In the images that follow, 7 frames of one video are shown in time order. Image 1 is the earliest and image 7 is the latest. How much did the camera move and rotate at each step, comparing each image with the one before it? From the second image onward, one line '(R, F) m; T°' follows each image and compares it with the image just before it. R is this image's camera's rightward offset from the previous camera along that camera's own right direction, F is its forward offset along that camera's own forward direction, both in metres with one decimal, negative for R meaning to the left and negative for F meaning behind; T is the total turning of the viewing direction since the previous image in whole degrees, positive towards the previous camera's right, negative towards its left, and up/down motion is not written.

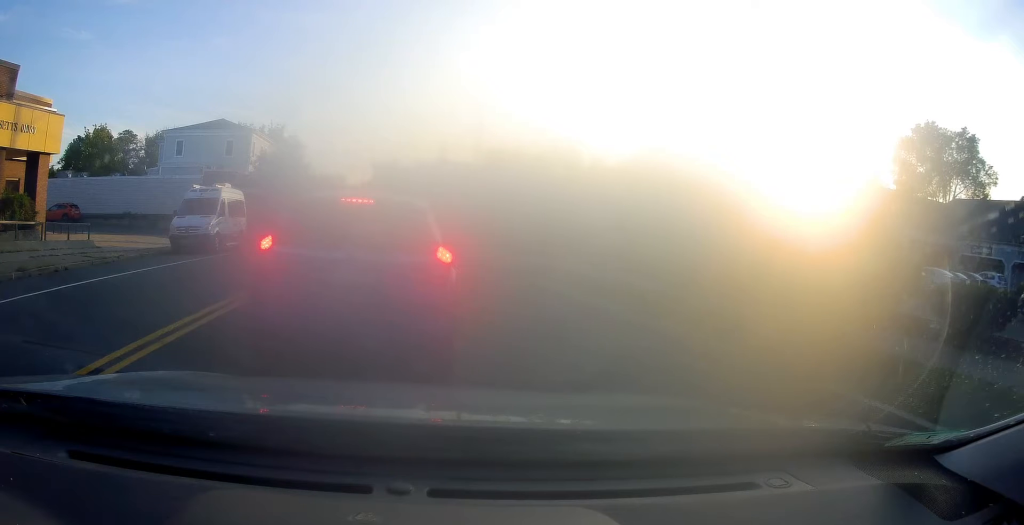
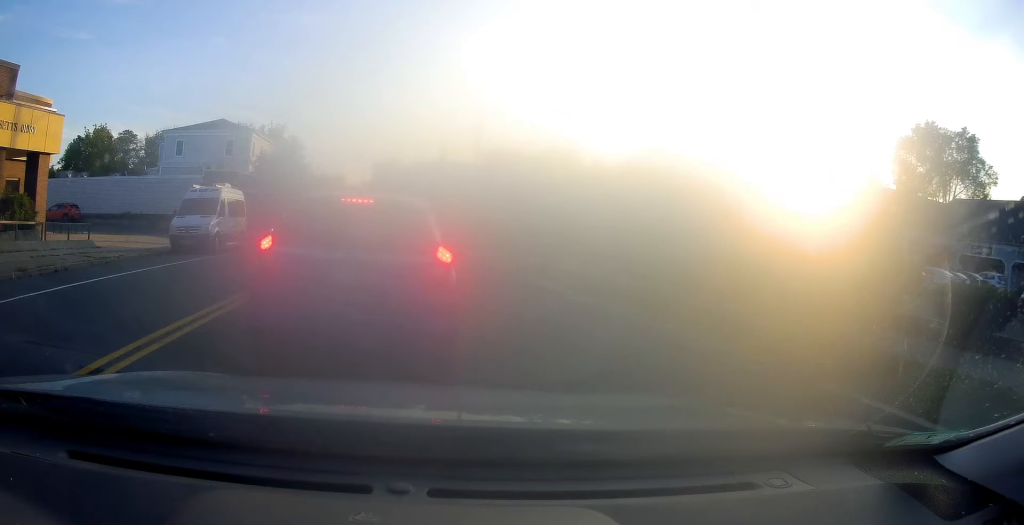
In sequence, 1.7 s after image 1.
(0.0, 0.0) m; 0°
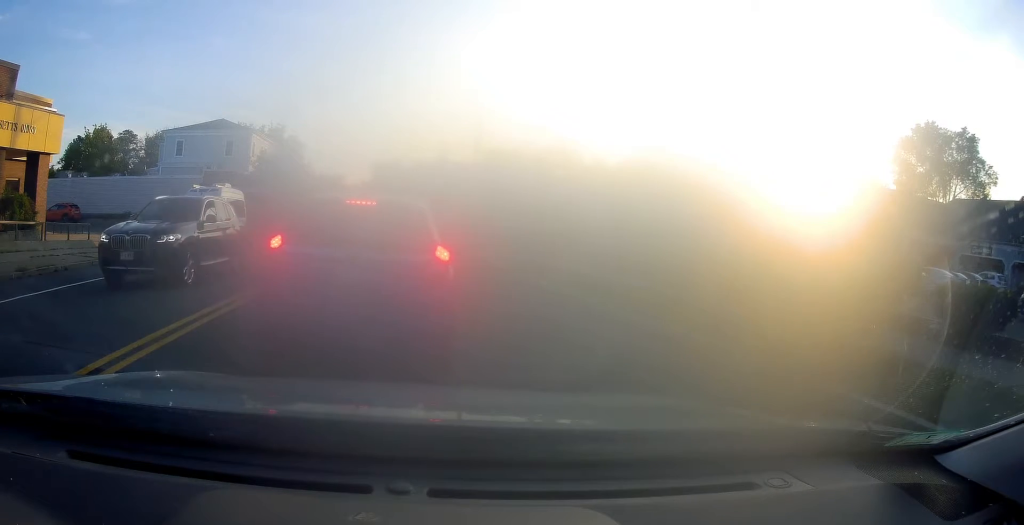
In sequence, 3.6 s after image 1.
(0.0, 0.0) m; 0°
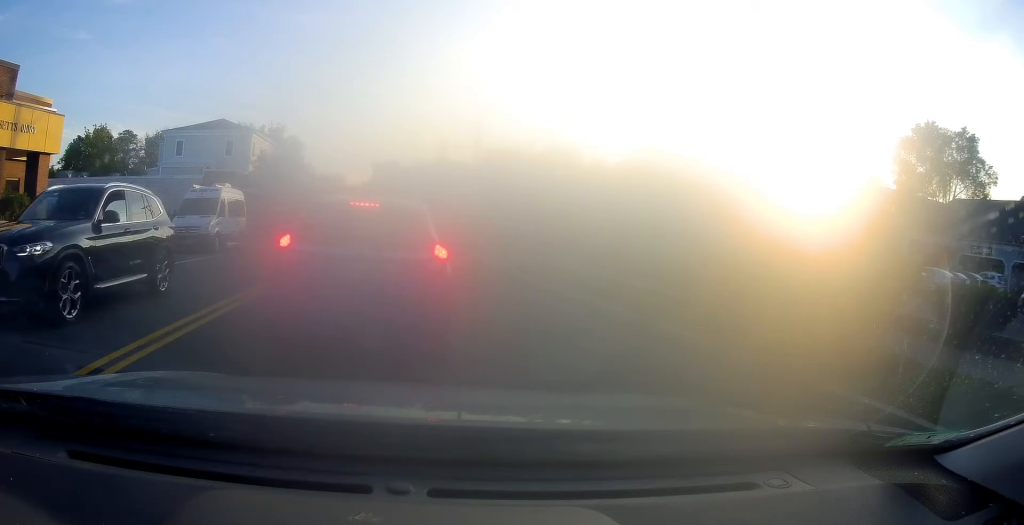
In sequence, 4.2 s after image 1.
(0.0, 0.0) m; 0°
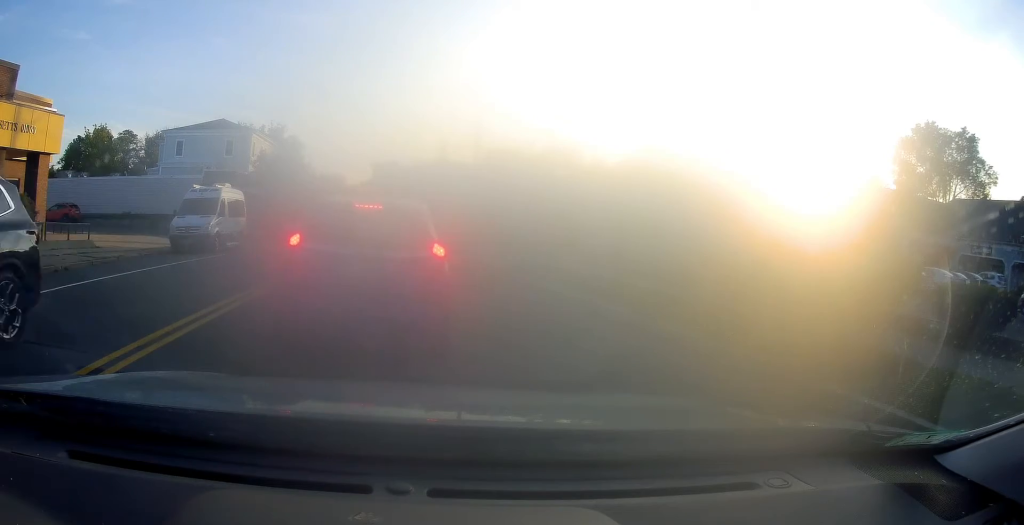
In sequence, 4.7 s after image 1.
(0.0, +0.1) m; 0°
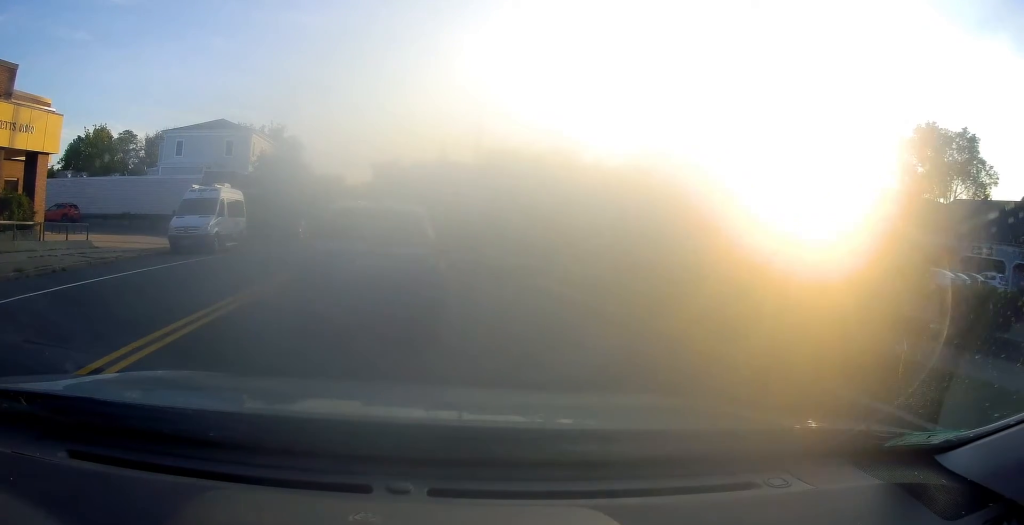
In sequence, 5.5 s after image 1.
(0.0, +0.2) m; 0°
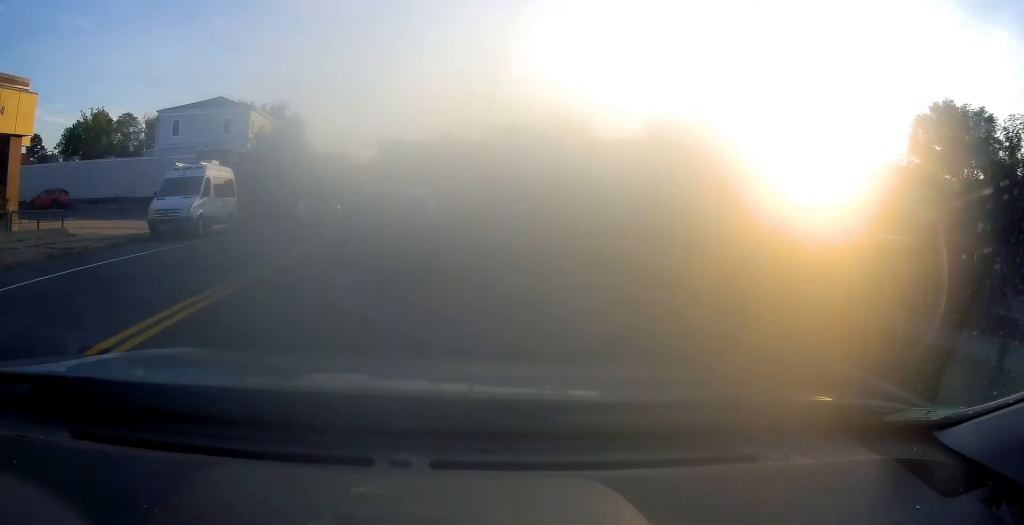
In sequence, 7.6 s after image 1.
(0.0, +3.4) m; +1°
